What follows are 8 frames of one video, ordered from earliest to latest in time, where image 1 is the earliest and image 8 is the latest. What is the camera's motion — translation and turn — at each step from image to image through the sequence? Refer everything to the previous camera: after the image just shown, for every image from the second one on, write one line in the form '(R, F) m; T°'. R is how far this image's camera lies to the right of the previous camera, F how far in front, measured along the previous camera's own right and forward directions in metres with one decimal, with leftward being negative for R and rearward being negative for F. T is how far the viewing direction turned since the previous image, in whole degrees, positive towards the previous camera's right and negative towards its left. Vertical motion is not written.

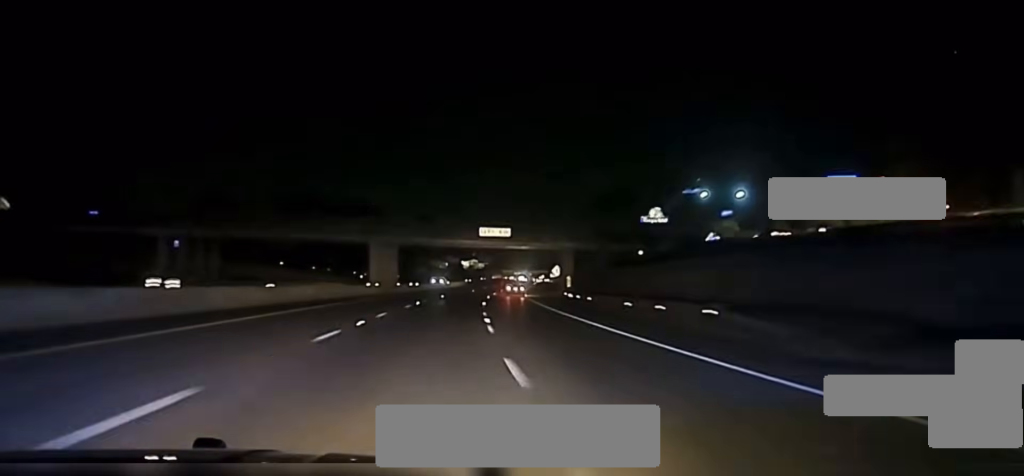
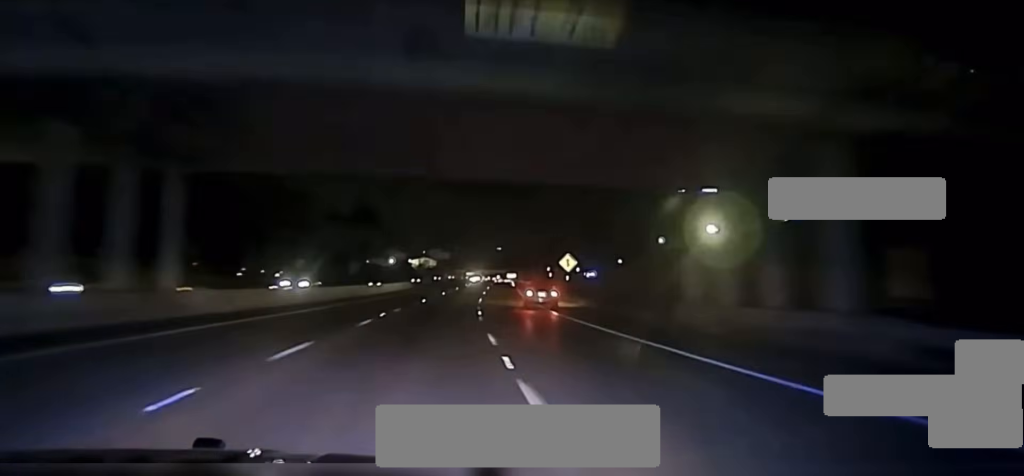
(+1.3, +64.2) m; +3°
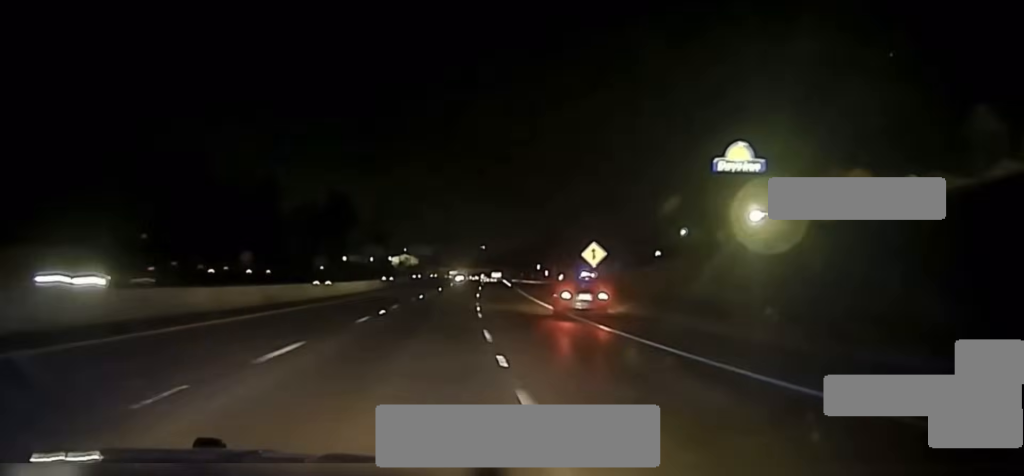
(+0.2, +24.5) m; +1°
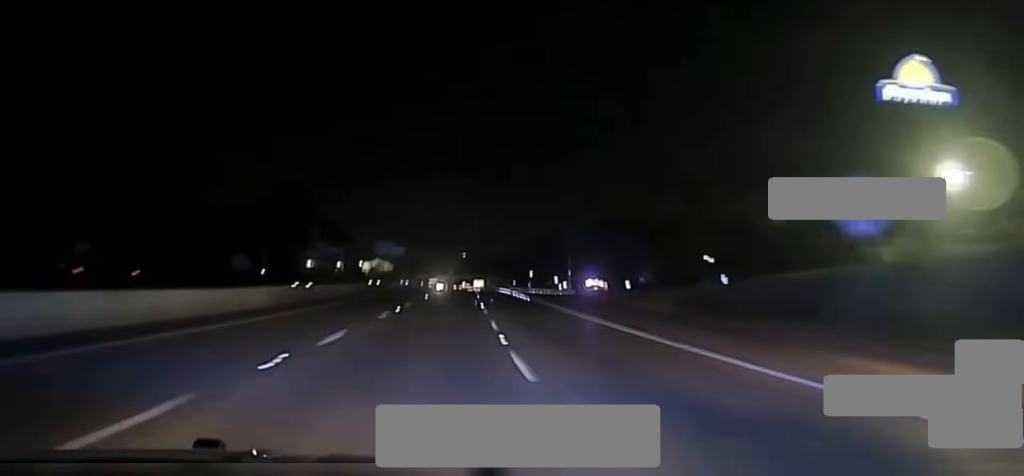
(+0.6, +45.2) m; +1°
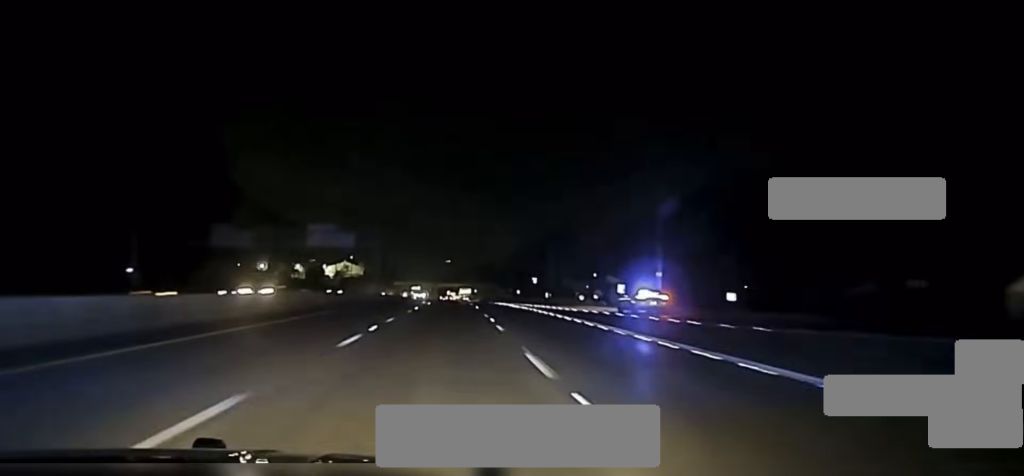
(+0.6, +59.1) m; +1°
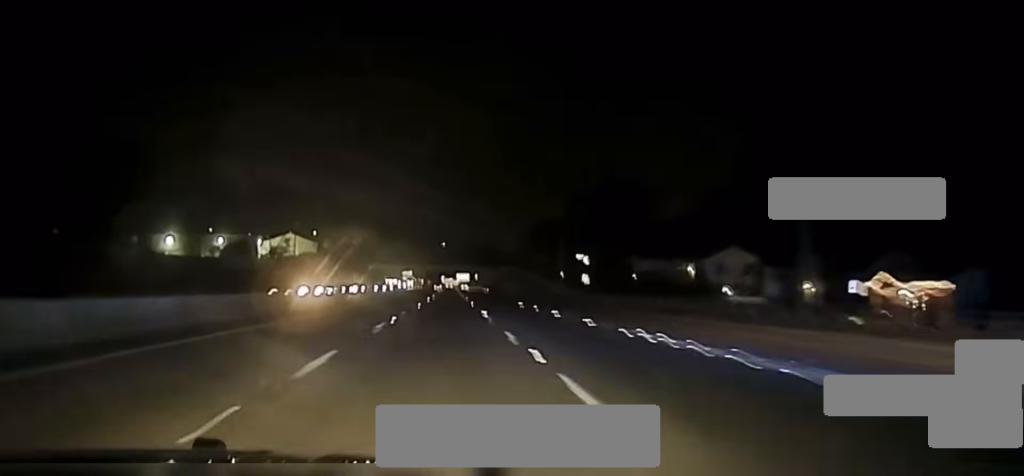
(+0.6, +91.8) m; 0°
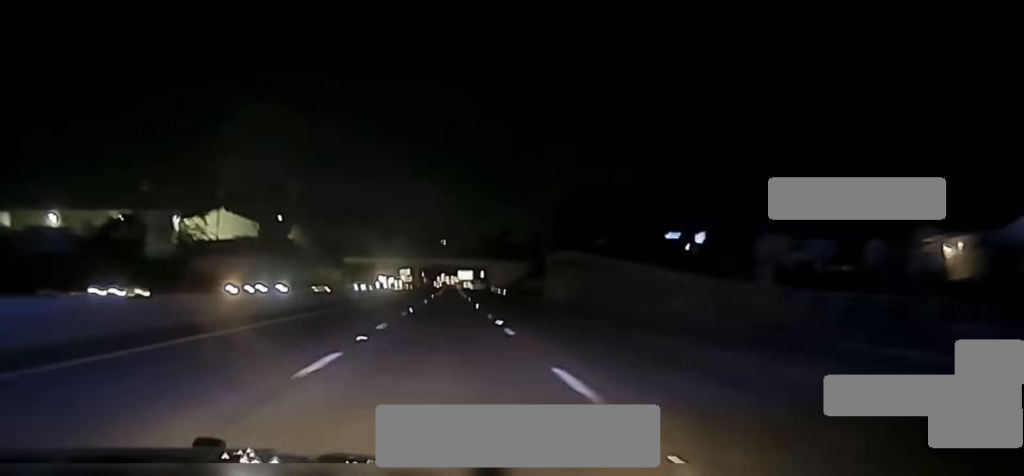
(-0.4, +61.4) m; -1°
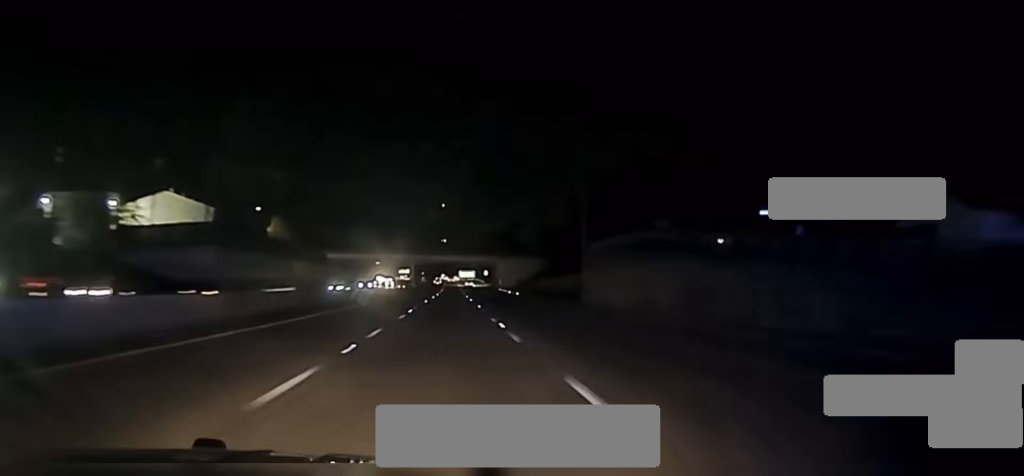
(-0.1, +26.4) m; 0°
